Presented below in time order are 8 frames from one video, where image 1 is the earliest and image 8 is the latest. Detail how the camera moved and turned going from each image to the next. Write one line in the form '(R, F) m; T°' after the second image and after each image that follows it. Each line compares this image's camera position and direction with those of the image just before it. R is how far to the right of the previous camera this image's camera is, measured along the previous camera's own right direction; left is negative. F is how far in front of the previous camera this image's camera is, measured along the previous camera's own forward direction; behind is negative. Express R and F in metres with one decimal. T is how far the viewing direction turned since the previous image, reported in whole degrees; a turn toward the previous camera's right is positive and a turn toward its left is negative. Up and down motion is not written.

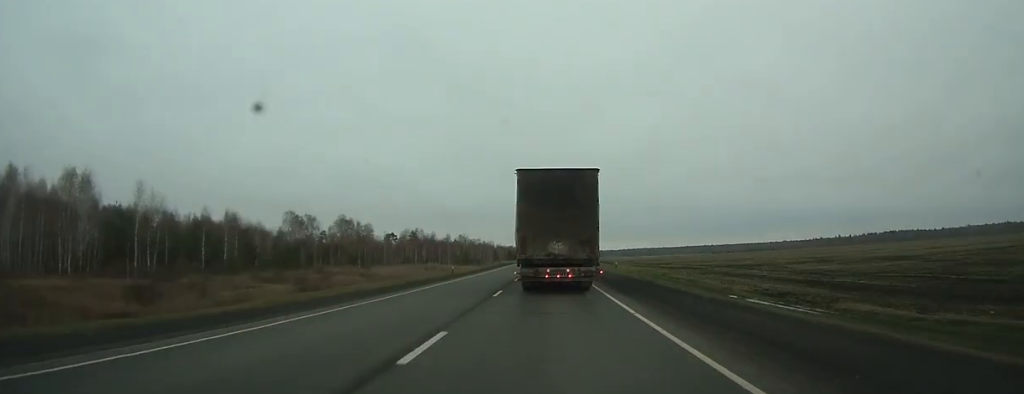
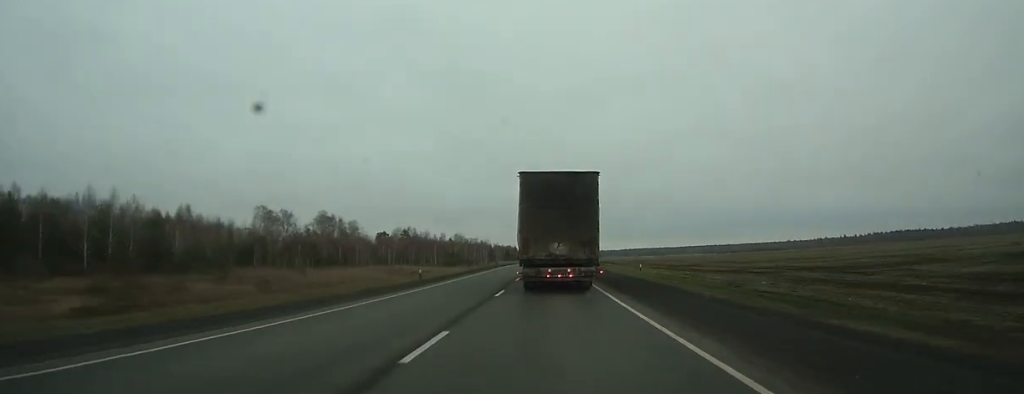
(+0.1, +20.3) m; 0°
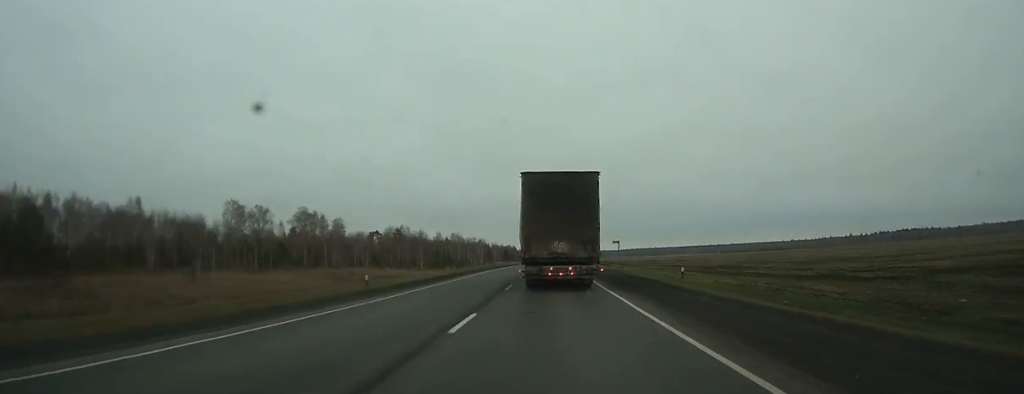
(0.0, +17.8) m; 0°
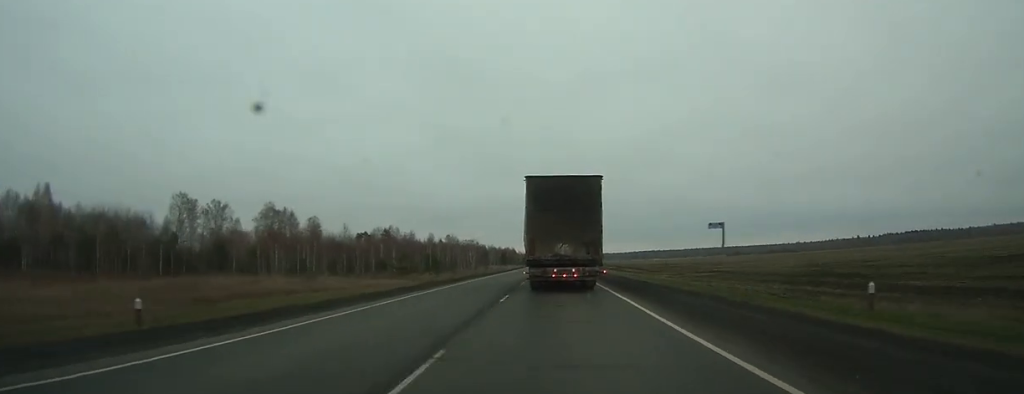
(0.0, +25.5) m; 0°
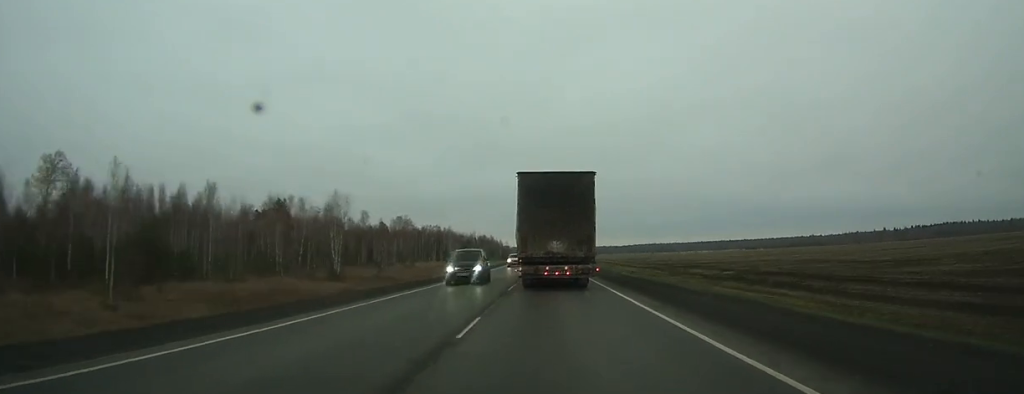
(+0.5, +122.1) m; 0°
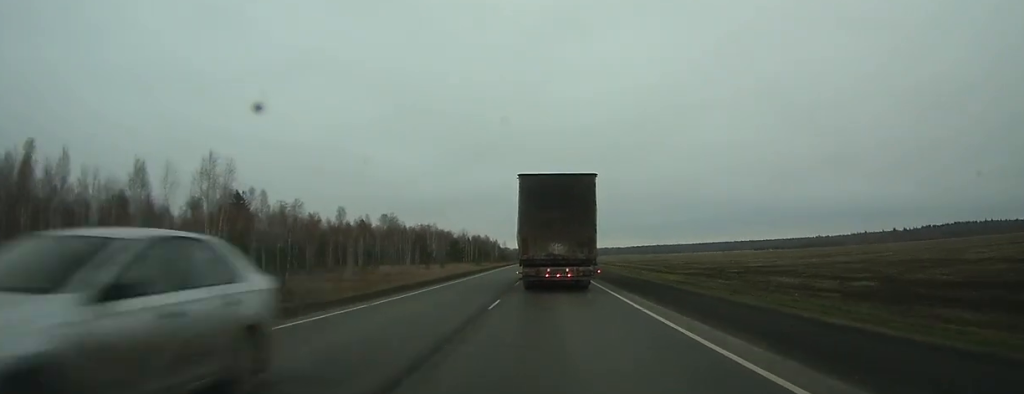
(+0.1, +30.9) m; 0°
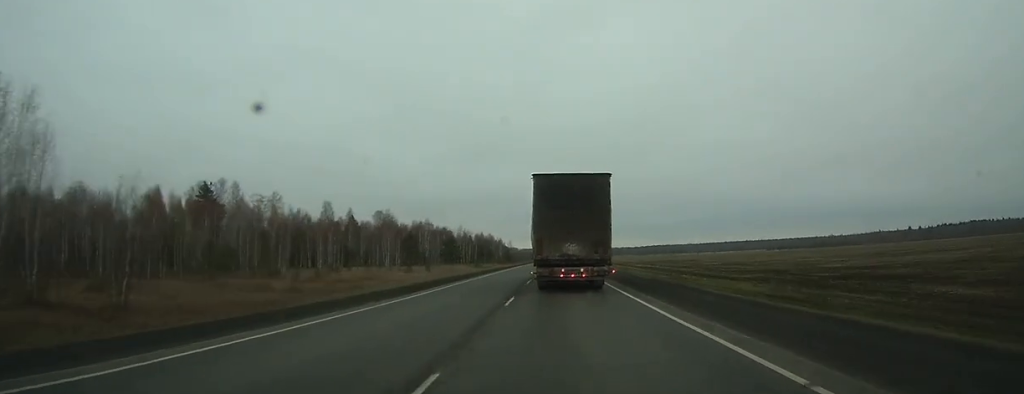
(-0.1, +23.4) m; 0°
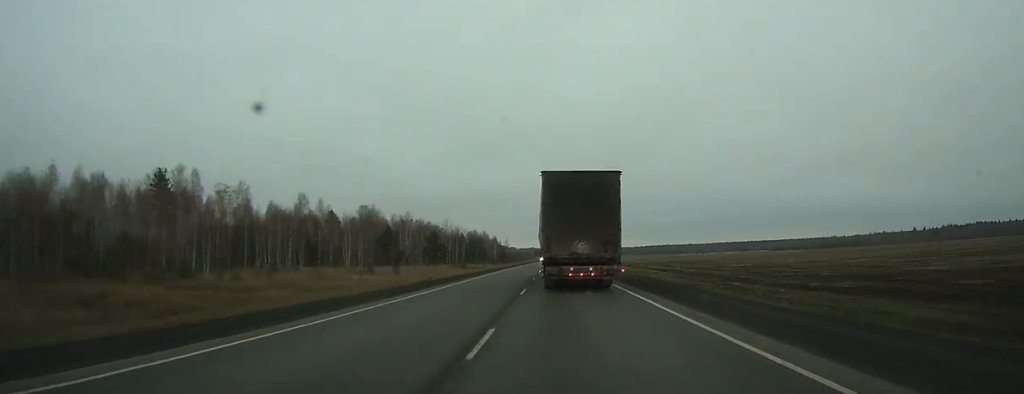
(0.0, +20.2) m; 0°
